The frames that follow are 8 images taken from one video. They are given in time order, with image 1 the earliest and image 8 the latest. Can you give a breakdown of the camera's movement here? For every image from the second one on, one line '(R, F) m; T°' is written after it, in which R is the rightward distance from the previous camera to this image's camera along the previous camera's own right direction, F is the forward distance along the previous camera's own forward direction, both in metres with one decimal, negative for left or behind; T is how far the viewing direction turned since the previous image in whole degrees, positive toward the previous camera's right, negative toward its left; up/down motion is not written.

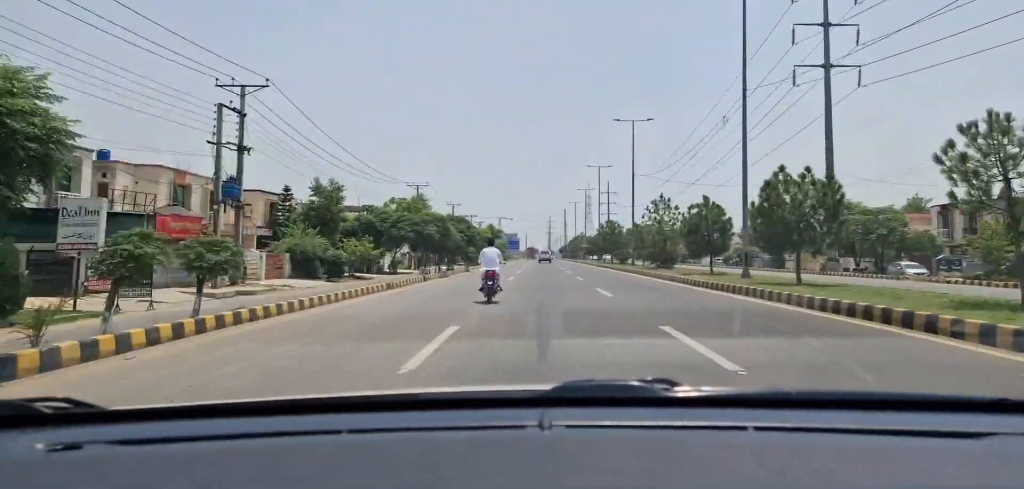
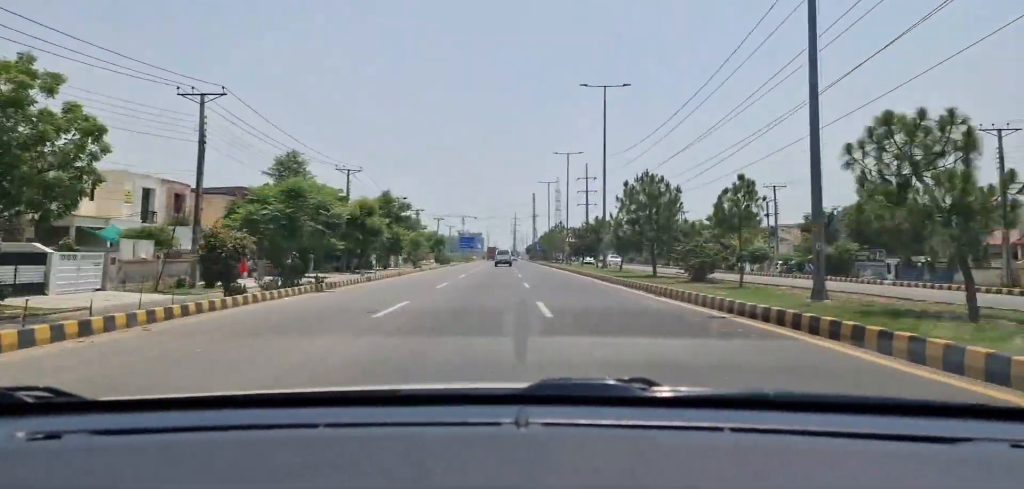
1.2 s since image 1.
(+0.6, +42.2) m; +1°
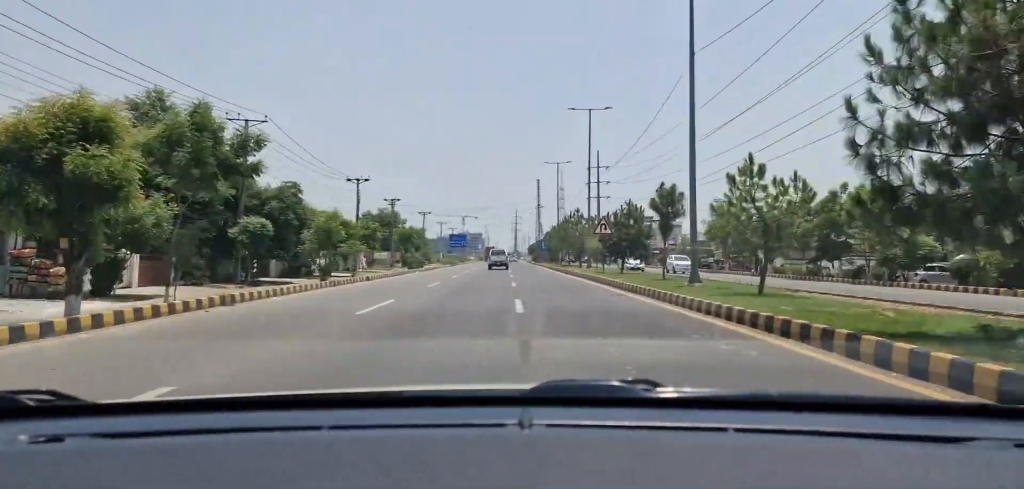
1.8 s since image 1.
(+0.1, +22.8) m; 0°
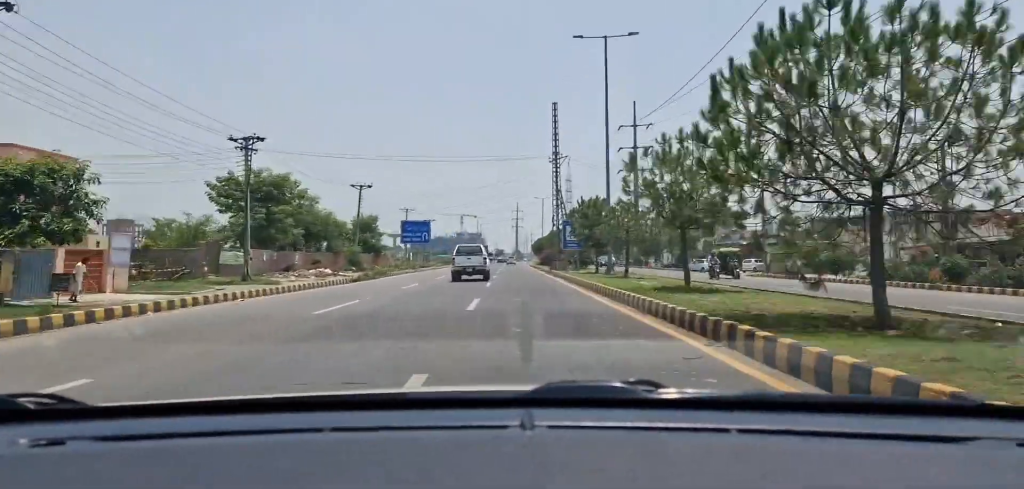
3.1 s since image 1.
(-0.4, +47.6) m; 0°
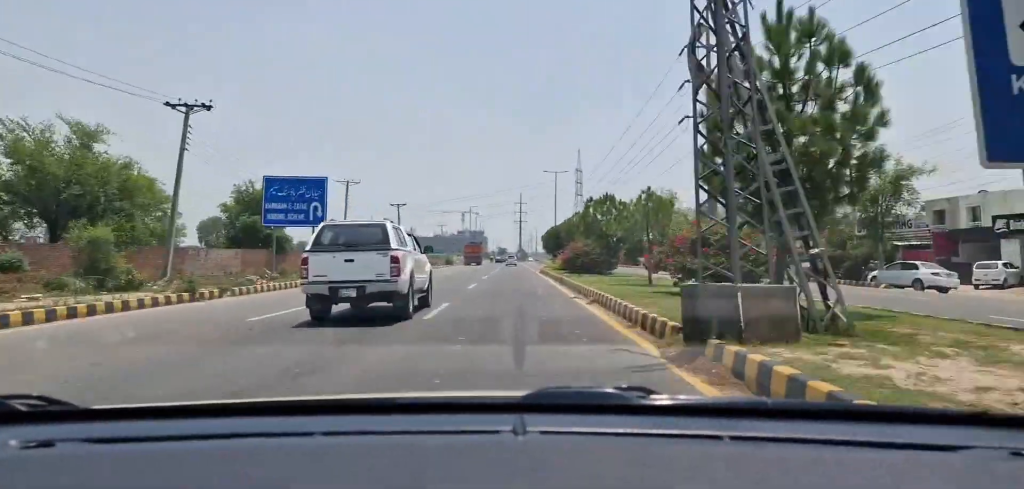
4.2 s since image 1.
(+0.1, +38.2) m; 0°
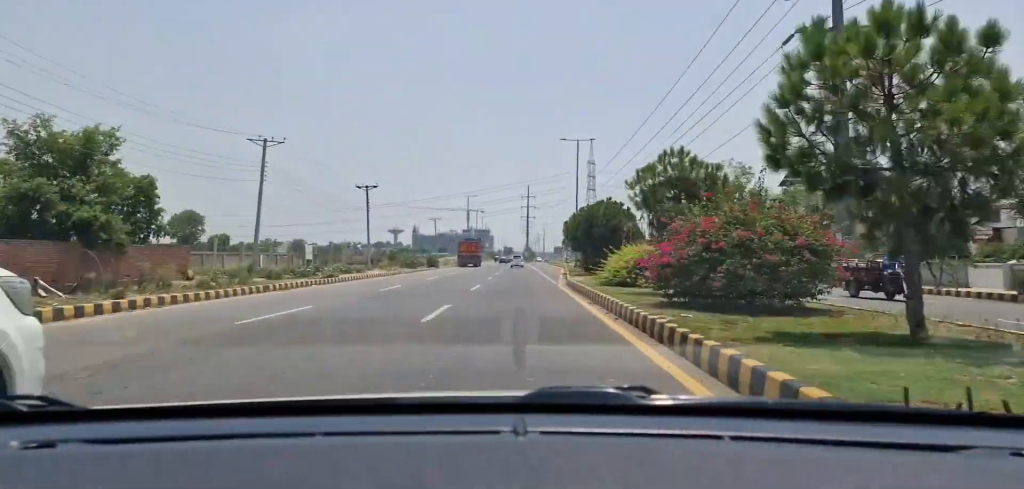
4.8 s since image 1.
(+0.1, +24.9) m; -1°
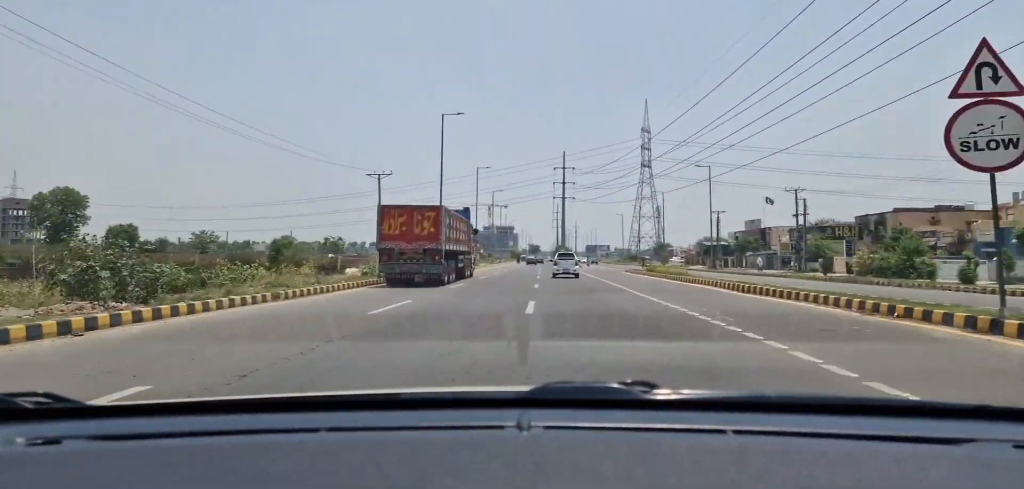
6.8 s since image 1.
(-1.5, +69.5) m; -2°
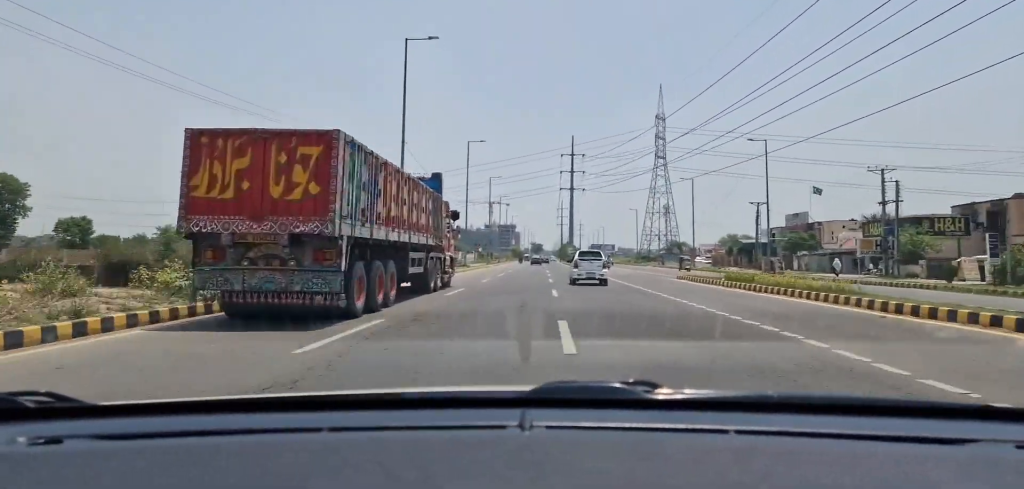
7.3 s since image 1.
(-0.2, +18.5) m; 0°
